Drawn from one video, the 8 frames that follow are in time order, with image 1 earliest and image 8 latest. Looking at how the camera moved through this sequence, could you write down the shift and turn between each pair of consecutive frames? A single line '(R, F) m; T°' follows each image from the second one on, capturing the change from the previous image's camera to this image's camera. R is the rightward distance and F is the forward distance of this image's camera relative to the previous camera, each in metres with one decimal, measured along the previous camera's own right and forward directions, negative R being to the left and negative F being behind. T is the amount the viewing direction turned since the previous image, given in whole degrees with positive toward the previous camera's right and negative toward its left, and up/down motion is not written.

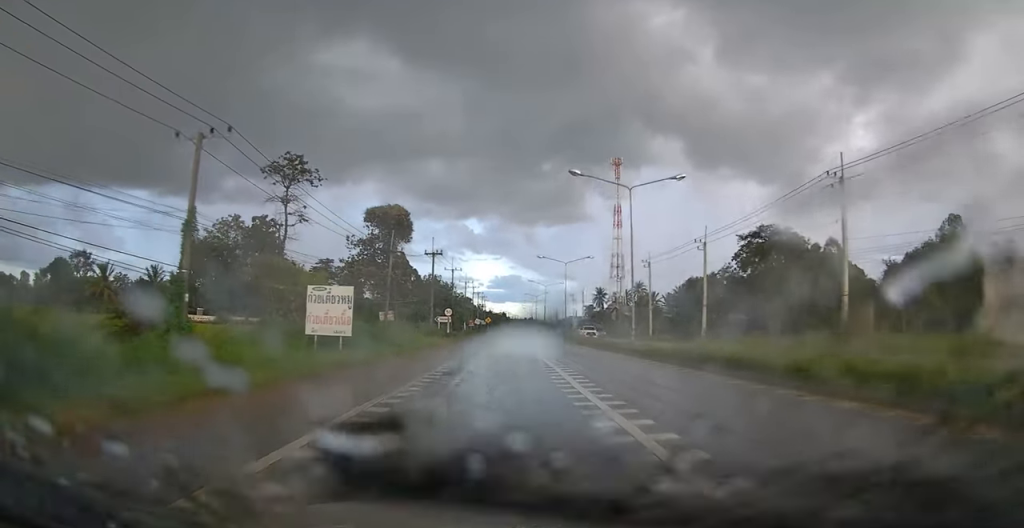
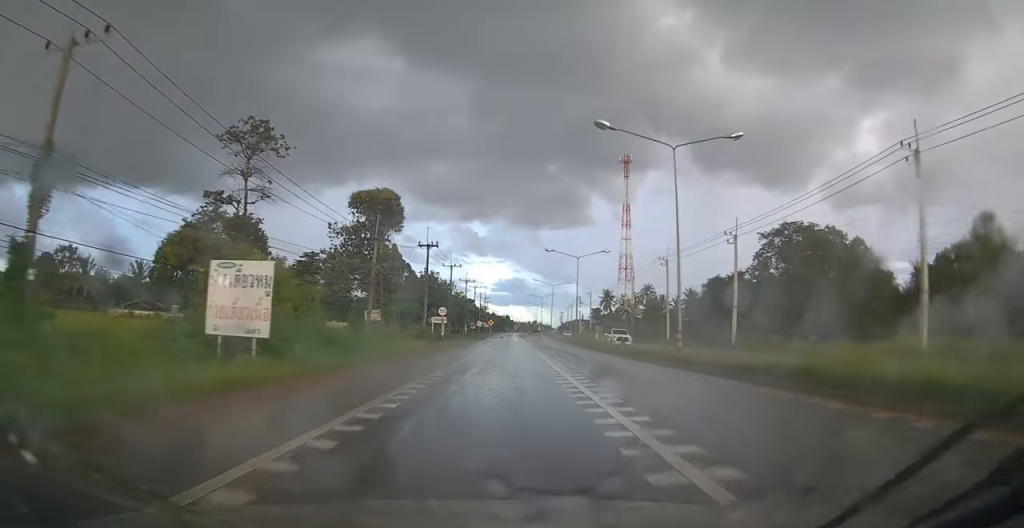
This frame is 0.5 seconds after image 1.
(-0.2, +7.7) m; +1°
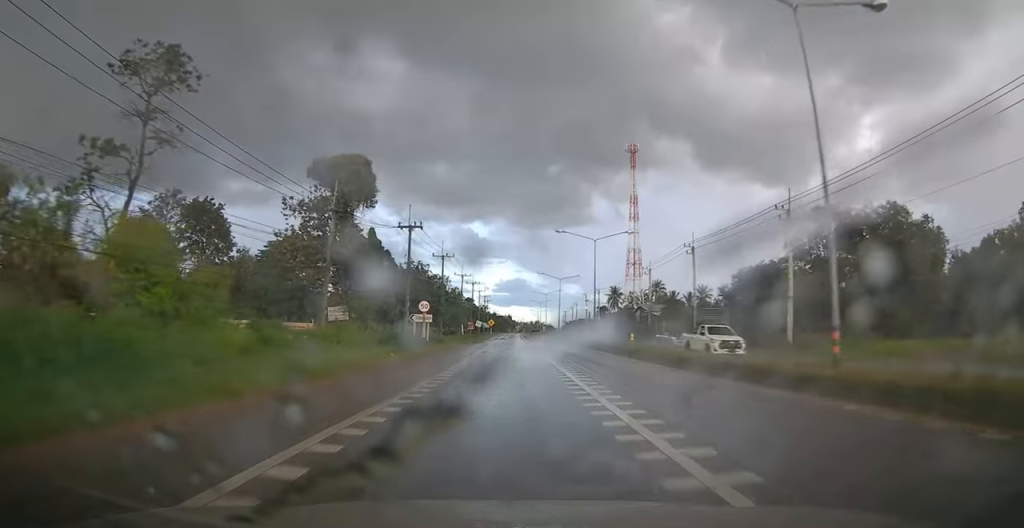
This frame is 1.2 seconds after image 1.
(+0.4, +11.1) m; +1°
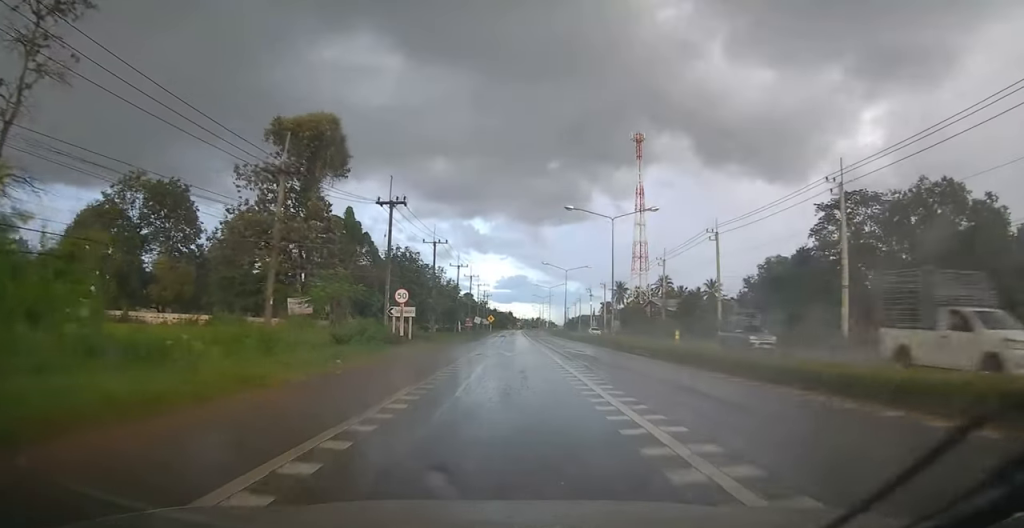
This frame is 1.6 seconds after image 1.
(+0.3, +7.8) m; 0°
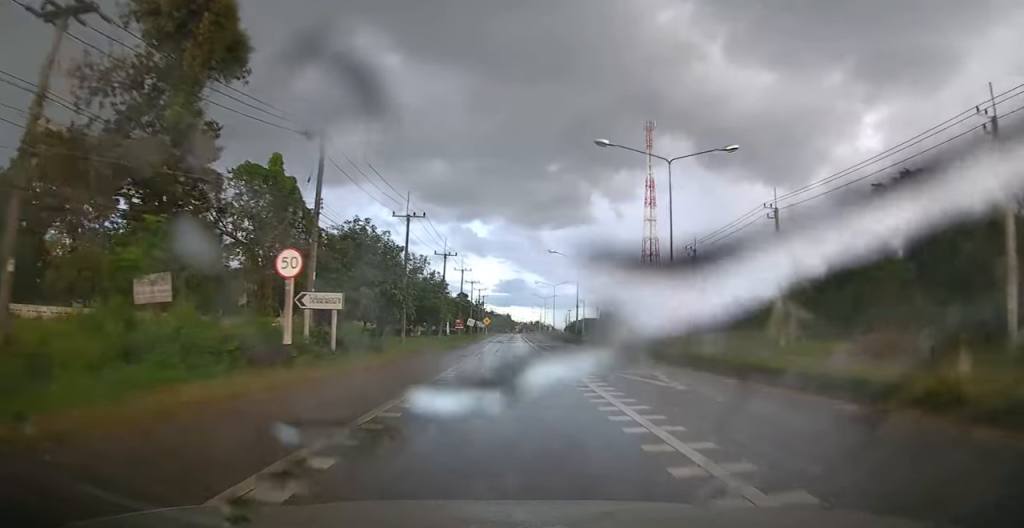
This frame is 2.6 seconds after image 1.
(-0.6, +14.8) m; -2°
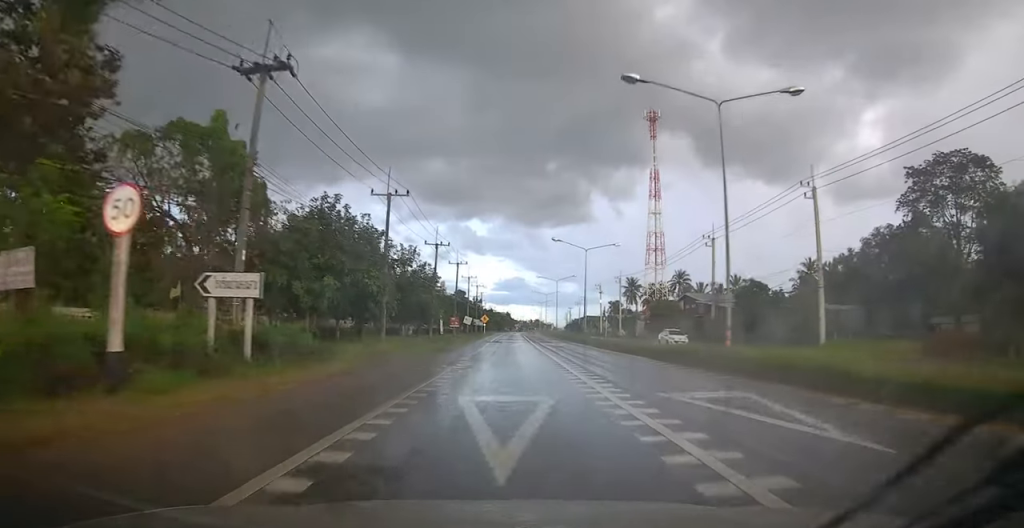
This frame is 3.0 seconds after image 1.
(0.0, +6.7) m; 0°
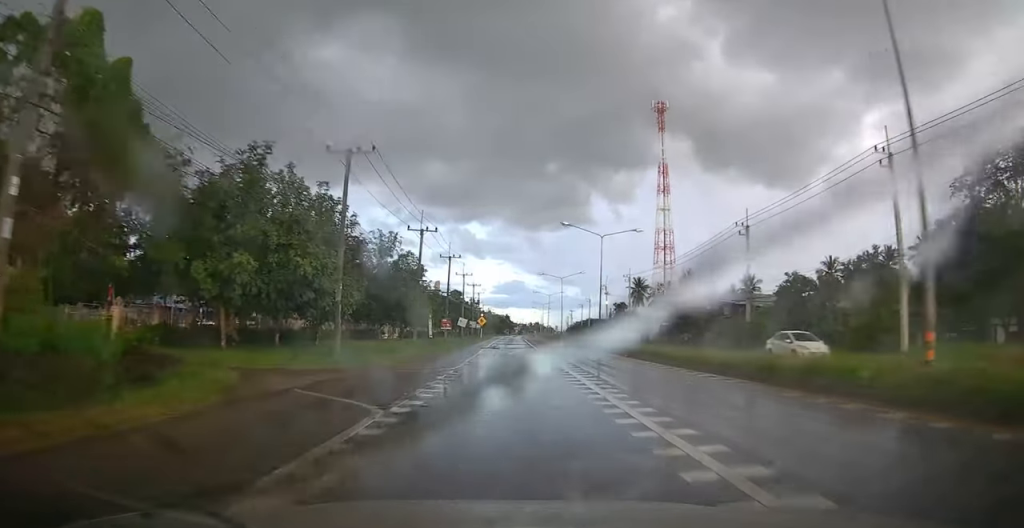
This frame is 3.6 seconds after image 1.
(0.0, +9.7) m; 0°
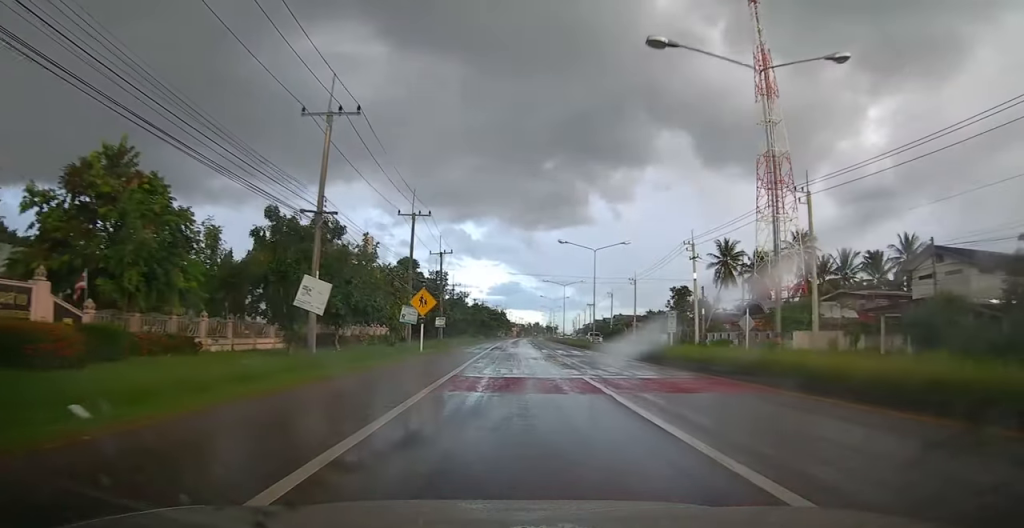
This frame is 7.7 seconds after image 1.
(+0.3, +65.3) m; 0°
